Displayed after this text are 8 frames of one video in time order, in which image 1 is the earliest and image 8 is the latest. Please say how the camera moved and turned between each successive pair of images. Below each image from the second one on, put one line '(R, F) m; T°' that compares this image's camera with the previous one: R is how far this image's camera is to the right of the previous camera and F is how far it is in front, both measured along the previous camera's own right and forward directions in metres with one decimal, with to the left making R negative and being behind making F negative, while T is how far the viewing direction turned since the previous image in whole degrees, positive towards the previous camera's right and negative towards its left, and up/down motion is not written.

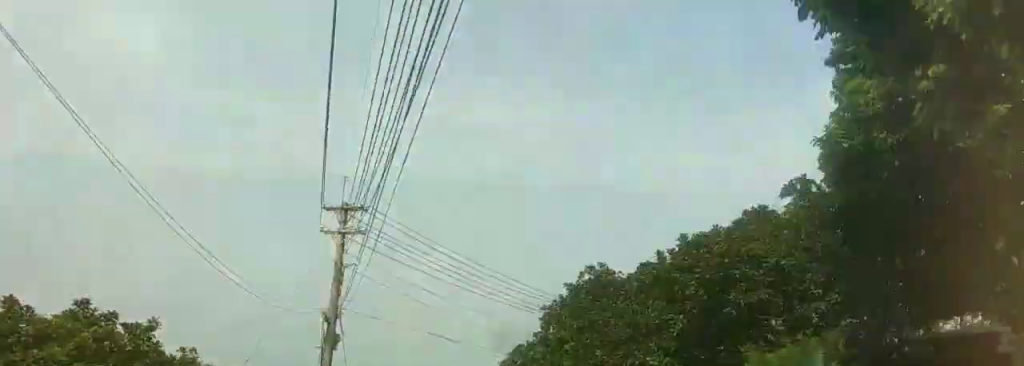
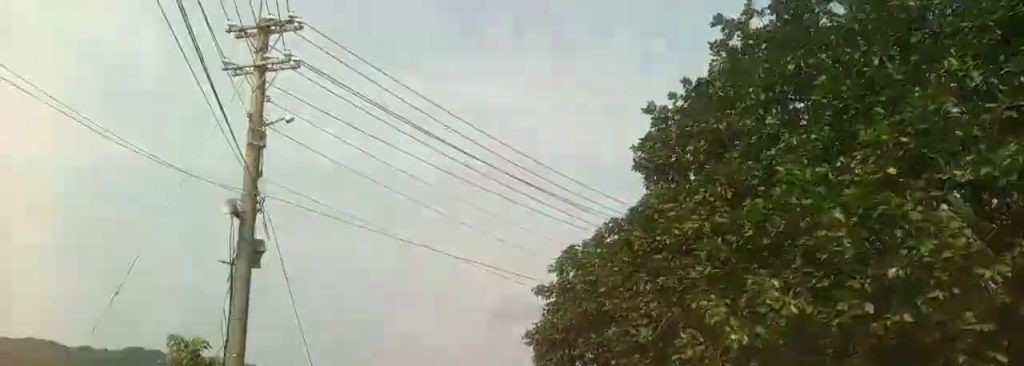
(+0.2, +11.4) m; +1°
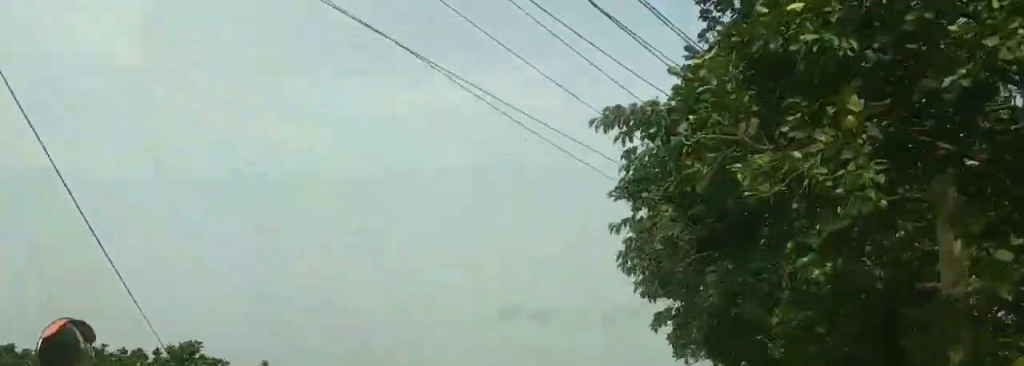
(0.0, +11.5) m; +7°
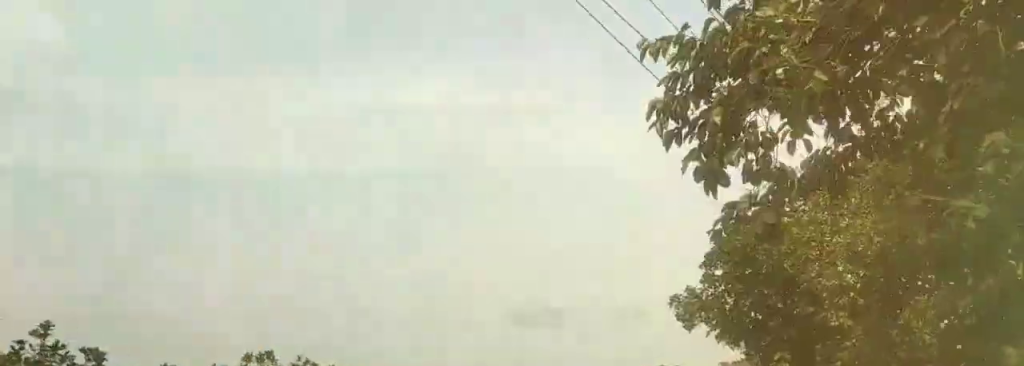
(-0.2, +5.0) m; +8°
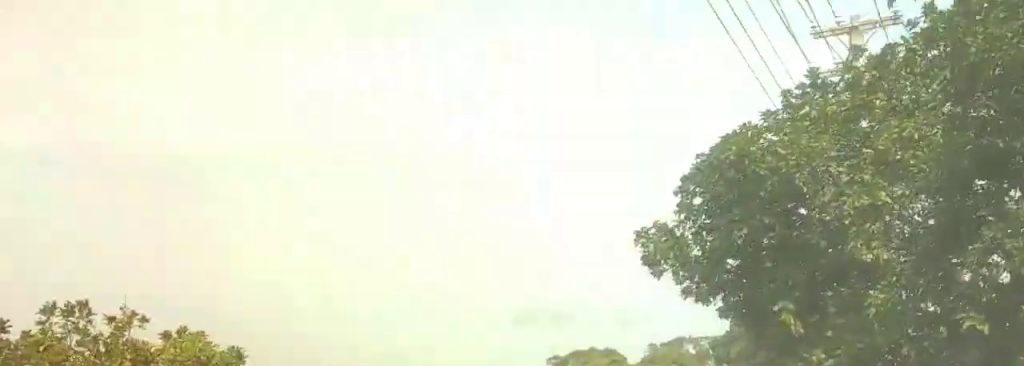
(+0.8, +3.4) m; +7°
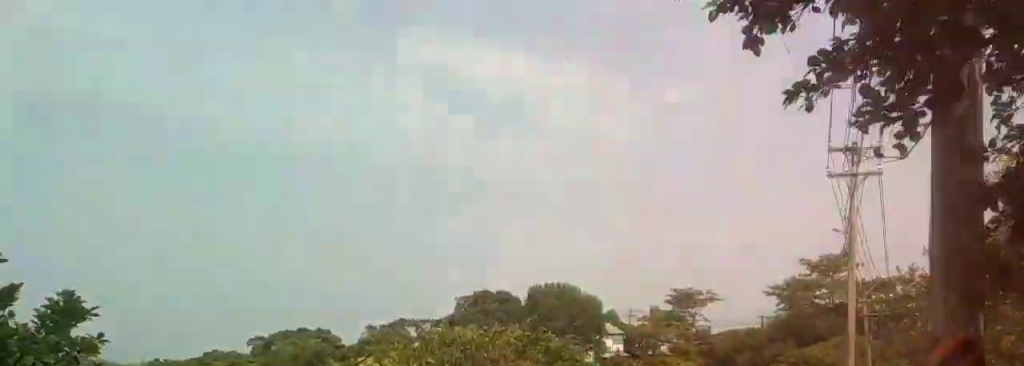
(+2.2, +14.0) m; +14°
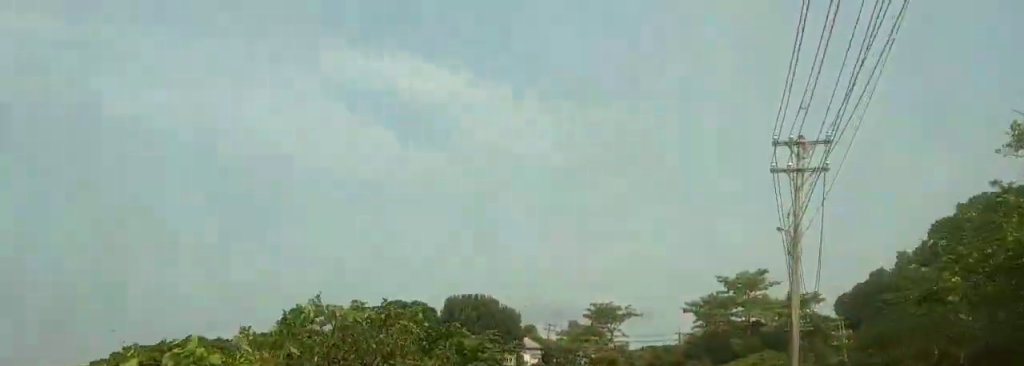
(-0.1, +3.7) m; +4°
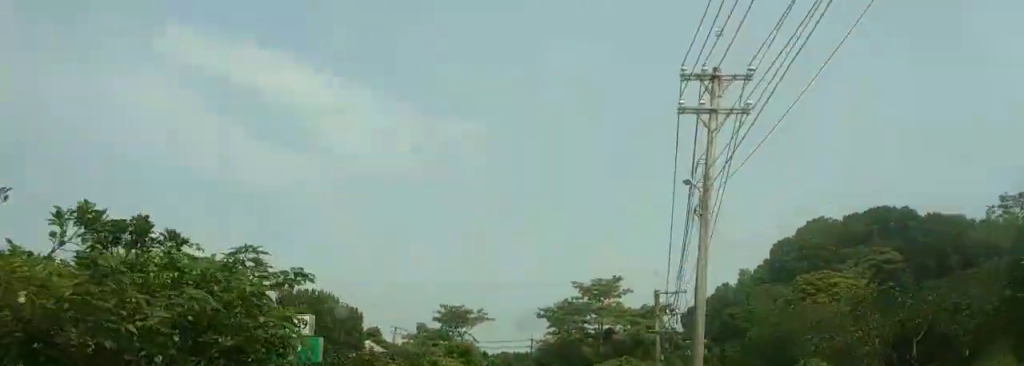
(+0.6, +6.8) m; +9°
